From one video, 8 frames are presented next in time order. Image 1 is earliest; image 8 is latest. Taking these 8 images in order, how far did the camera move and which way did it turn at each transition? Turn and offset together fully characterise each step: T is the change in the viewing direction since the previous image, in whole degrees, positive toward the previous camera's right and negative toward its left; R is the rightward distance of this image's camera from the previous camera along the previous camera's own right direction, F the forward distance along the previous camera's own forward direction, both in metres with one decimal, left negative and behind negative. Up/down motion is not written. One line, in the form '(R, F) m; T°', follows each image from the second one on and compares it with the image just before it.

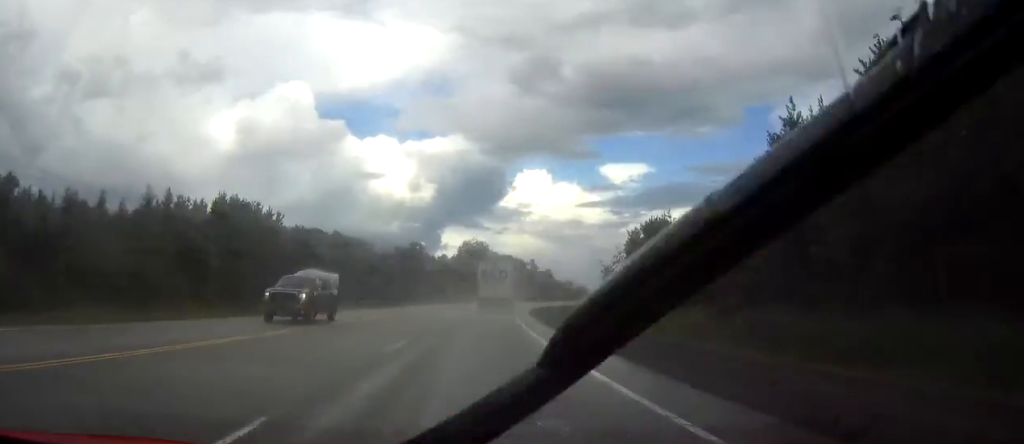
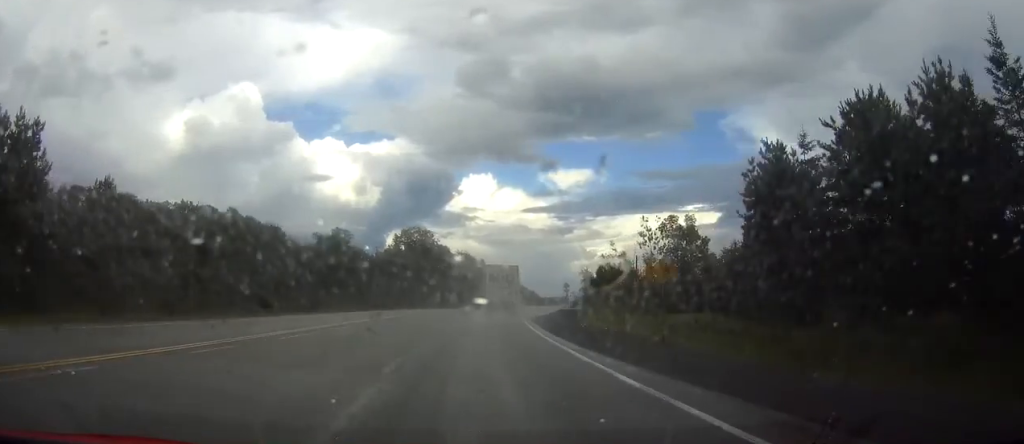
(+2.8, +52.0) m; +3°
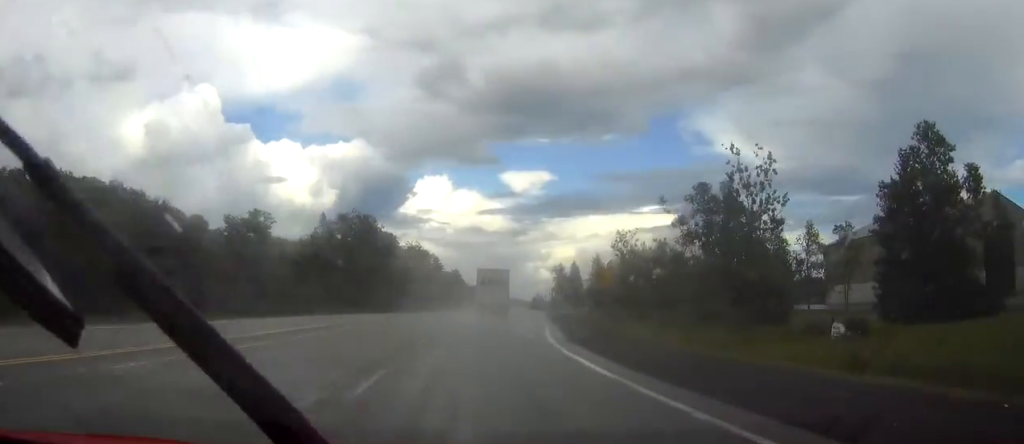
(0.0, +38.3) m; 0°
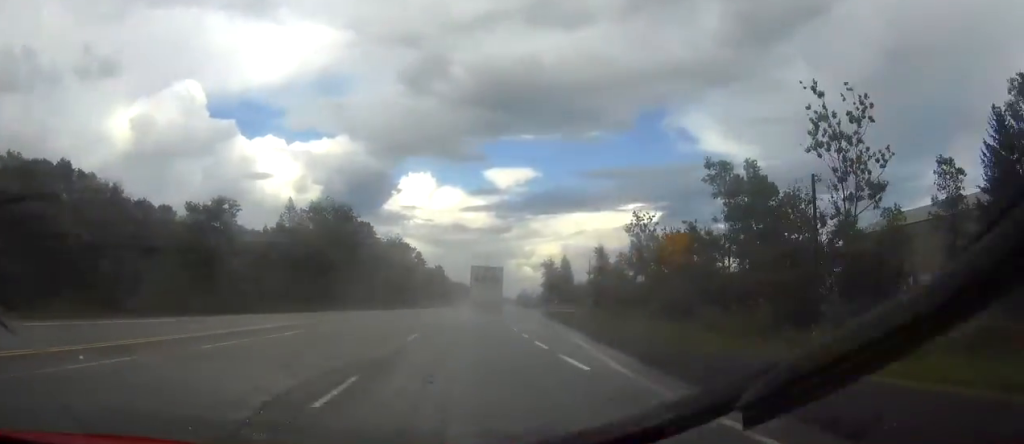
(0.0, +13.4) m; 0°
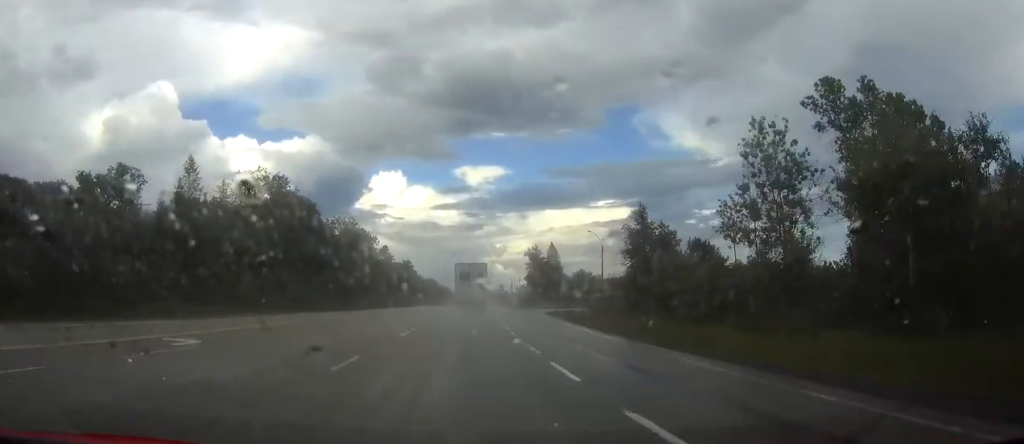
(0.0, +31.9) m; 0°
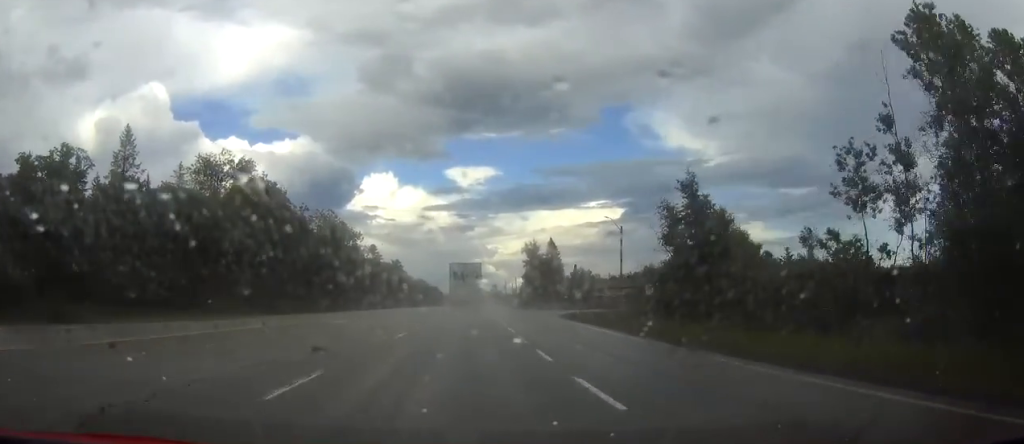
(0.0, +14.6) m; 0°
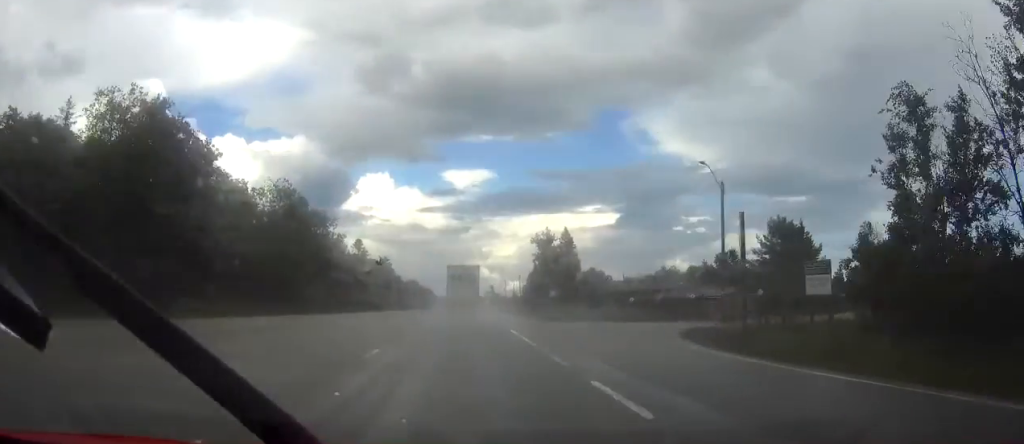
(0.0, +30.2) m; 0°
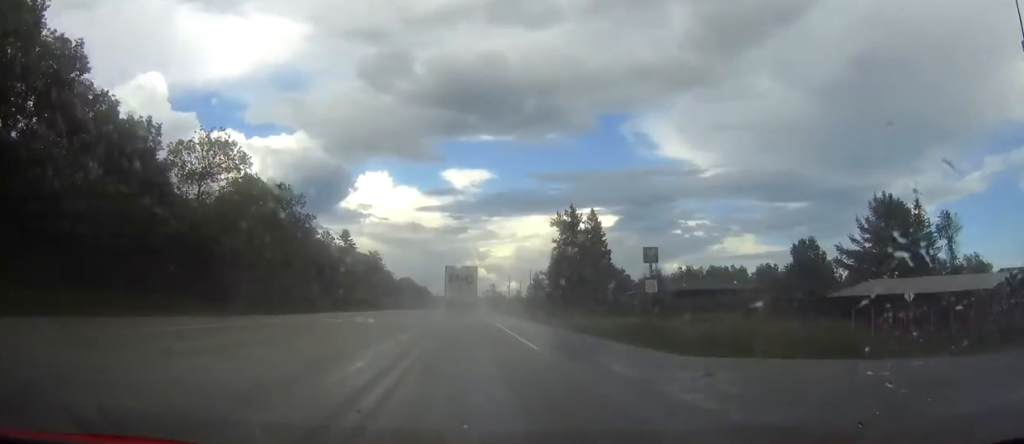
(0.0, +28.3) m; +1°
